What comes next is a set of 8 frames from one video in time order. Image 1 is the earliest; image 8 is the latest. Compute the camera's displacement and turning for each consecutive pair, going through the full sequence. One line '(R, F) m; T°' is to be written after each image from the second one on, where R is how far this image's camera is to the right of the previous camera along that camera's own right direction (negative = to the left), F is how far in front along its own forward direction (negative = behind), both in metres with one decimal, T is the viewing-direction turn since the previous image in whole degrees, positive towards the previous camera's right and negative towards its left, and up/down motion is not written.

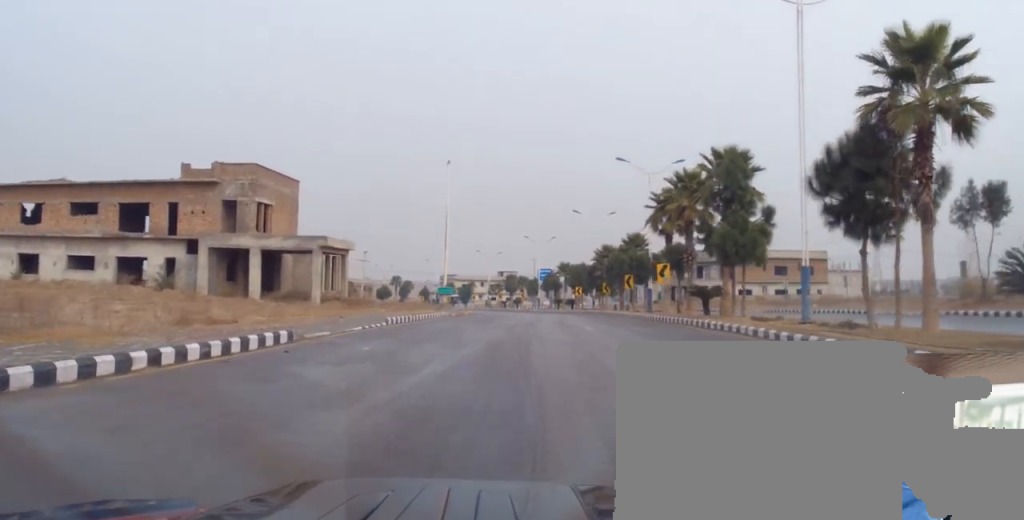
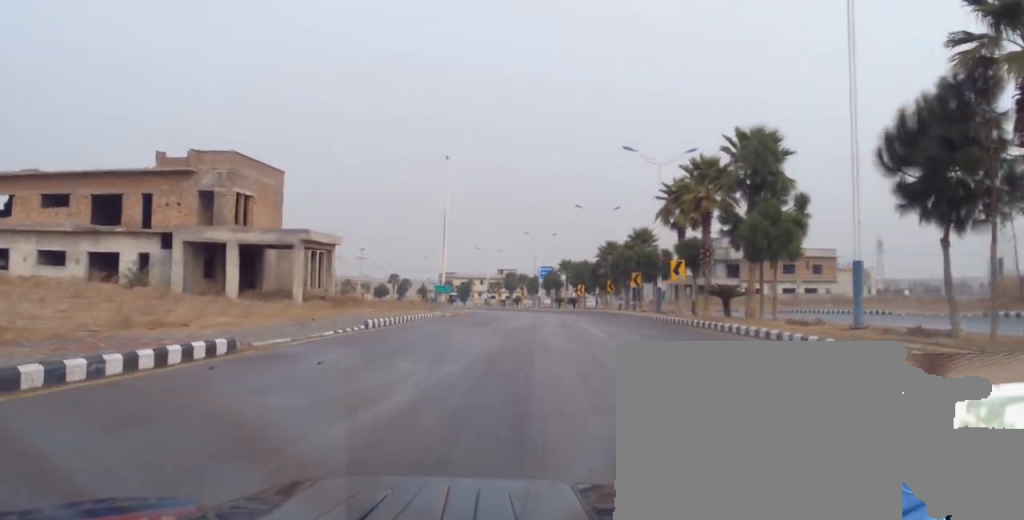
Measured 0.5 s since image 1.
(+0.3, +3.7) m; -1°
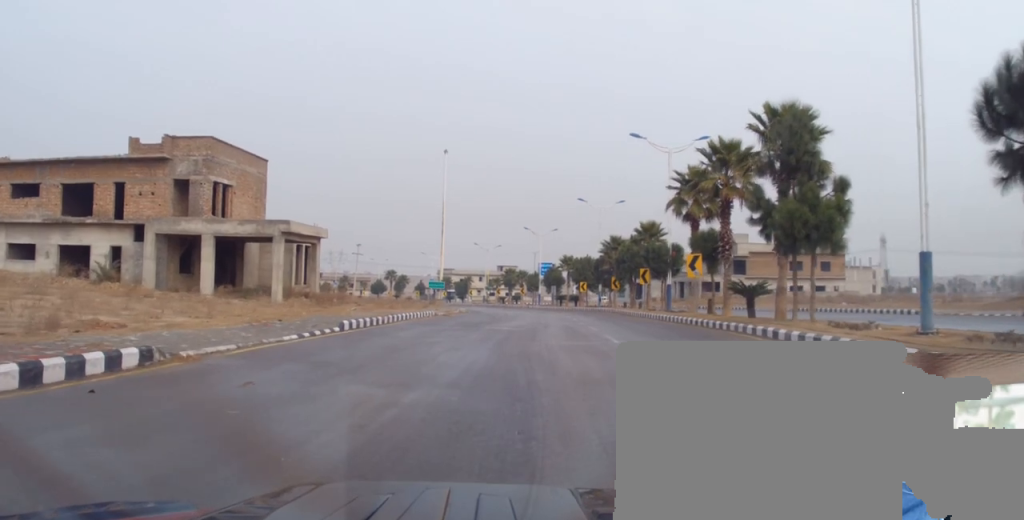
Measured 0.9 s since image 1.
(-0.2, +3.3) m; 0°
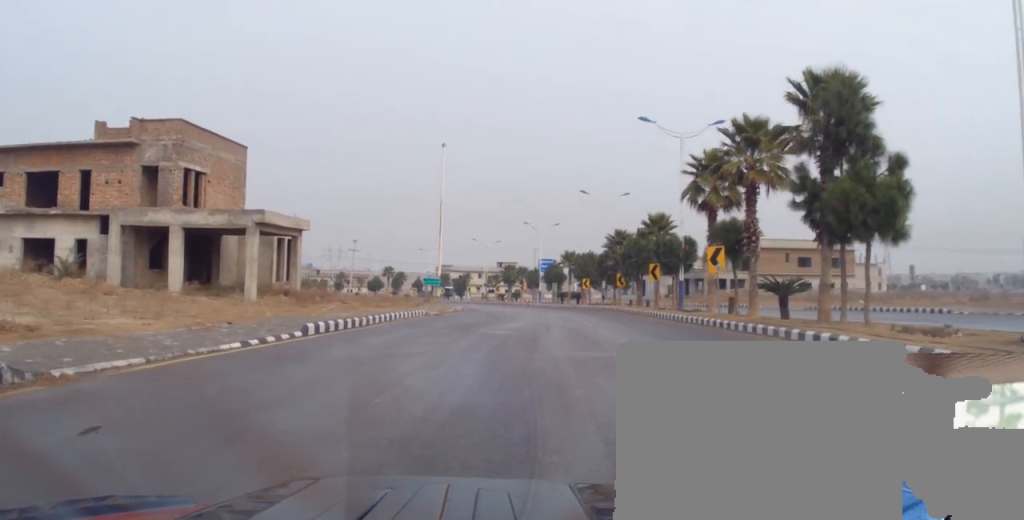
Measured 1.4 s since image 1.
(-0.3, +3.5) m; 0°
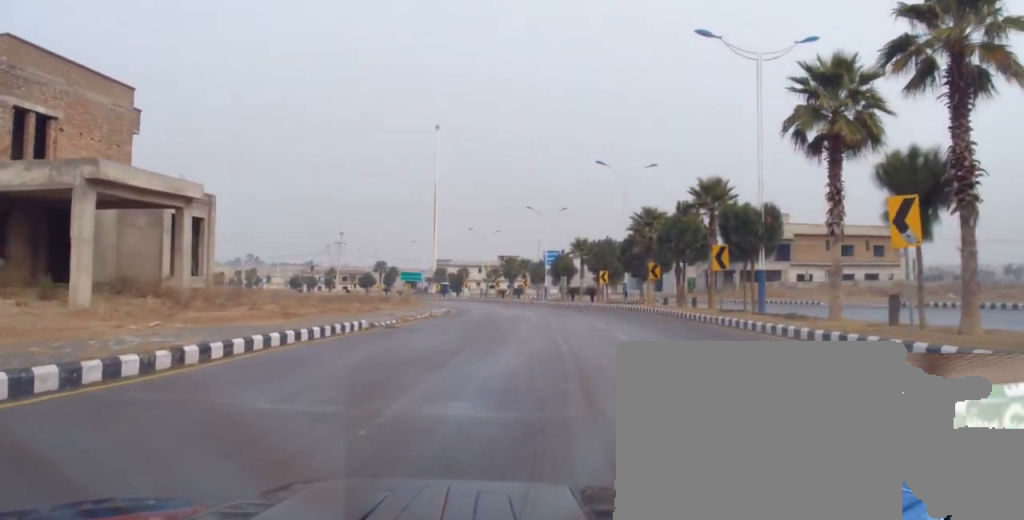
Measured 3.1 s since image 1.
(+0.5, +13.5) m; -1°
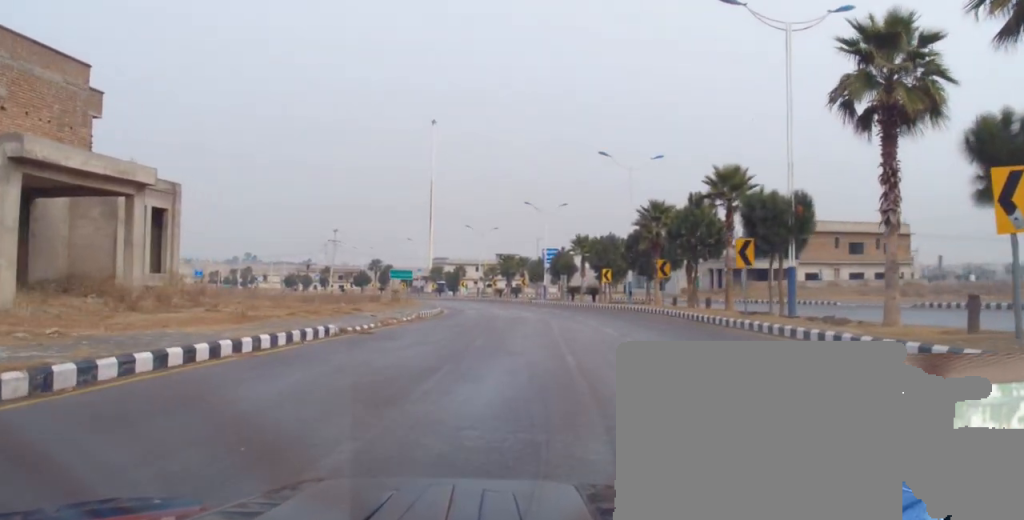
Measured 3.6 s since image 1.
(0.0, +3.5) m; -2°
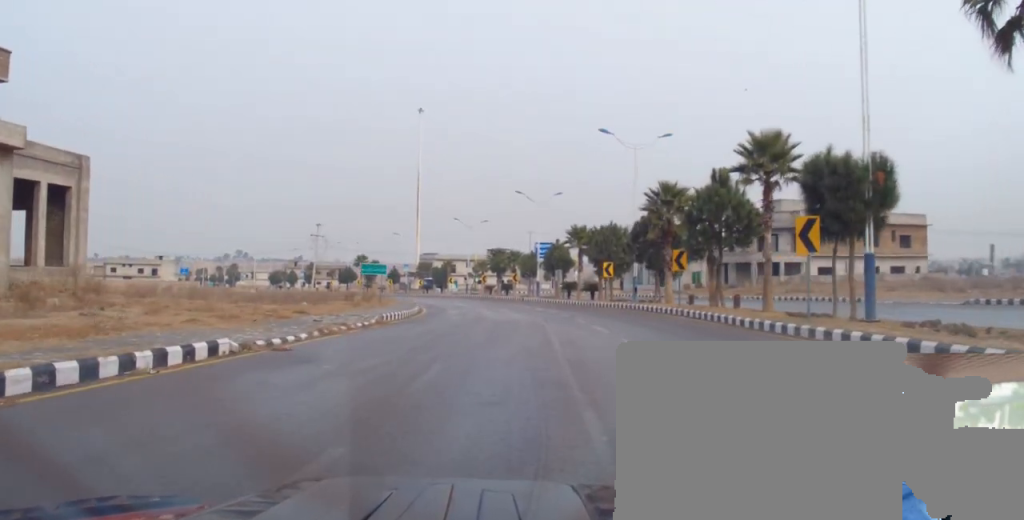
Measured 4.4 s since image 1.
(-0.2, +6.3) m; +2°
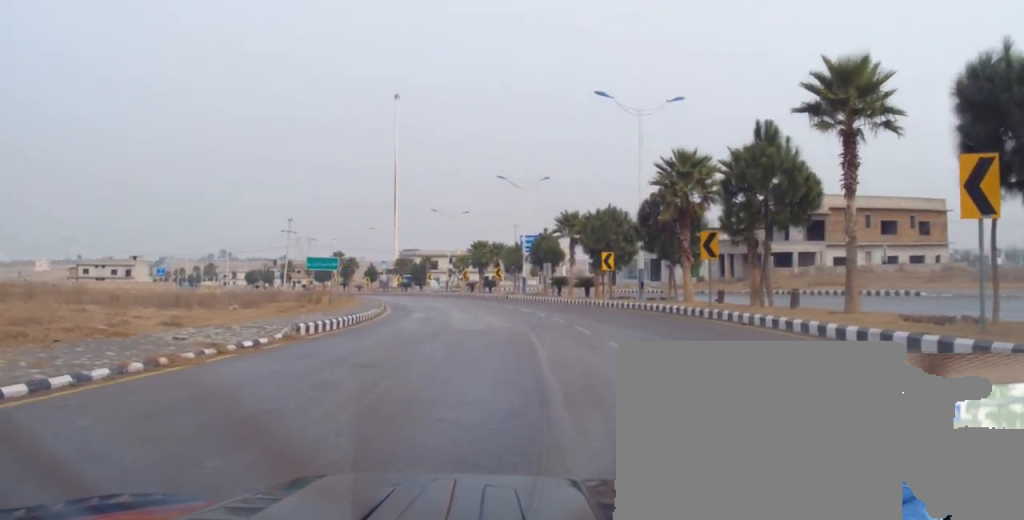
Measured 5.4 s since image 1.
(+0.4, +8.1) m; +6°
